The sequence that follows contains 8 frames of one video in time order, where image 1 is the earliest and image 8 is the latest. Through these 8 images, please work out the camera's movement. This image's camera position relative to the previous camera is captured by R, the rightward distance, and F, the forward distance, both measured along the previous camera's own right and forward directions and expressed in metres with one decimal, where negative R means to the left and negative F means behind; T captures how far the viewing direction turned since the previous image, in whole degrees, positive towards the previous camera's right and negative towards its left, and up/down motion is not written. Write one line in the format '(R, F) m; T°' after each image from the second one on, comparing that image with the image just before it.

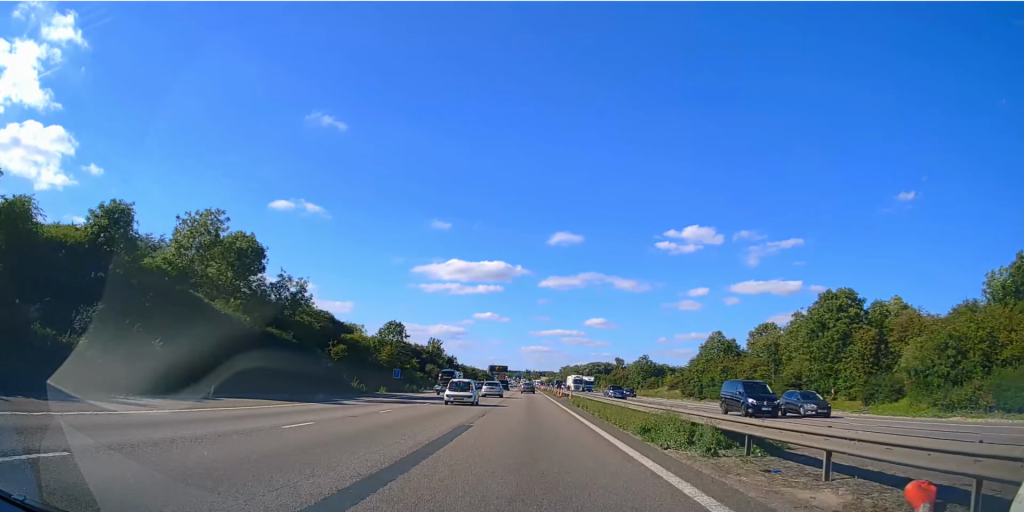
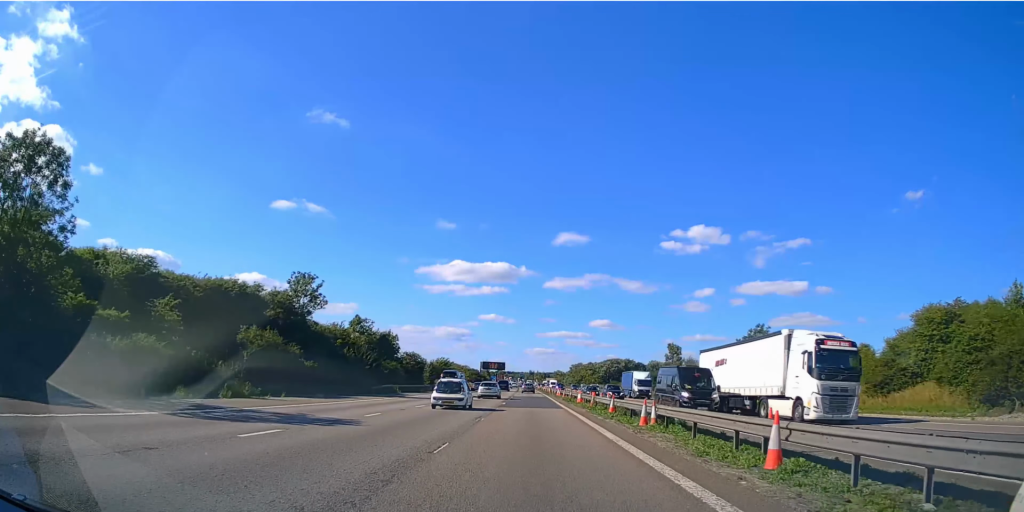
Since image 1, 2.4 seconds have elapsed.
(-0.2, +65.5) m; 0°
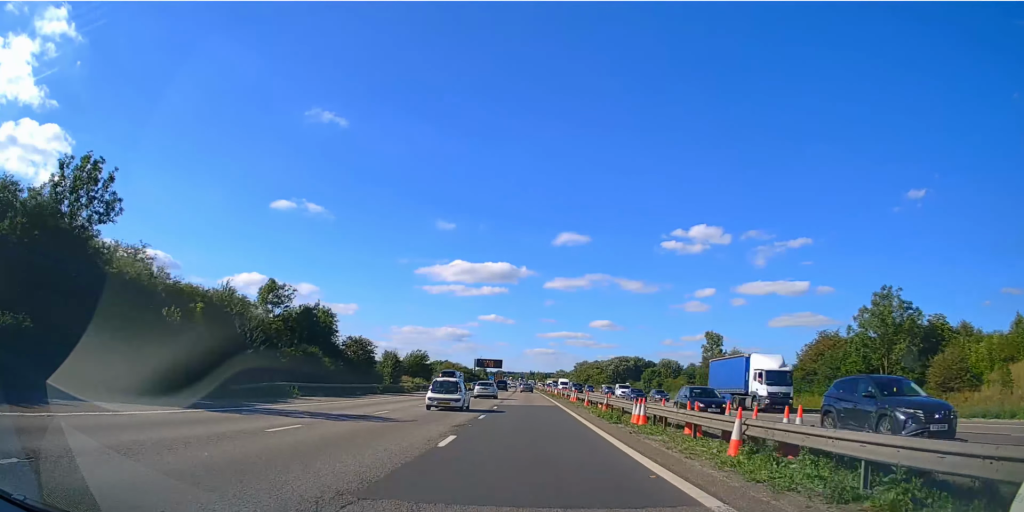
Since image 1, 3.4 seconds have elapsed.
(0.0, +25.4) m; 0°
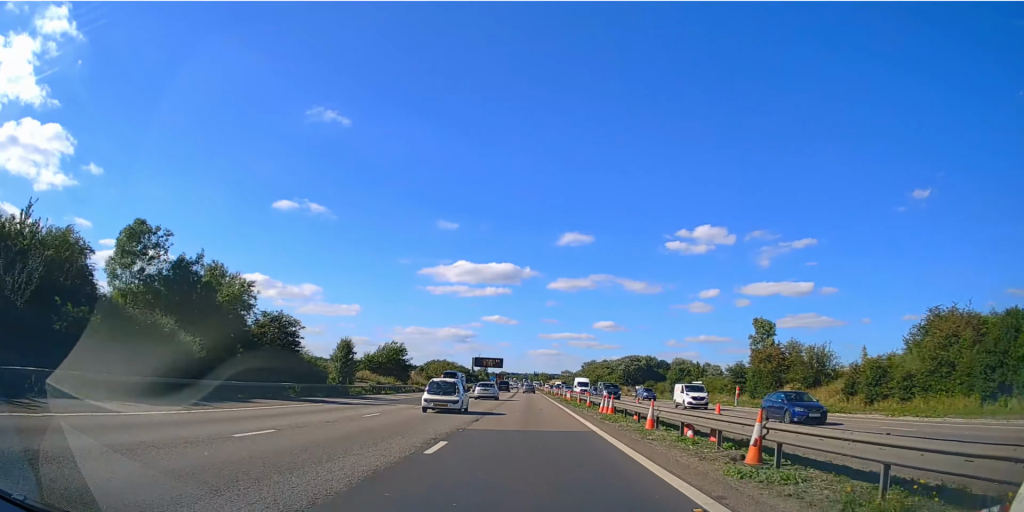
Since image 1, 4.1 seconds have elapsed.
(-0.1, +18.6) m; 0°
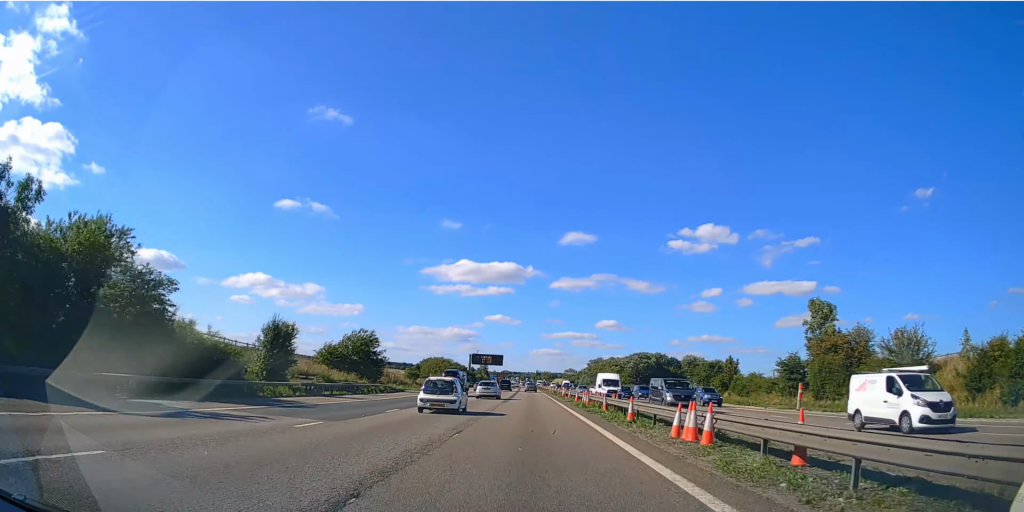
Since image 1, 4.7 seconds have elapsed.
(-0.1, +14.2) m; 0°
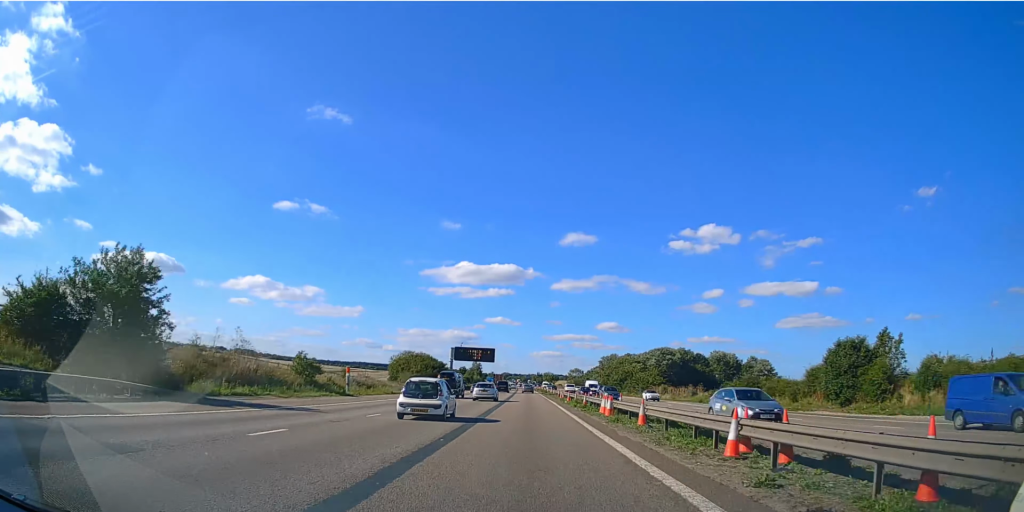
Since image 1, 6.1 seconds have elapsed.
(0.0, +33.6) m; 0°
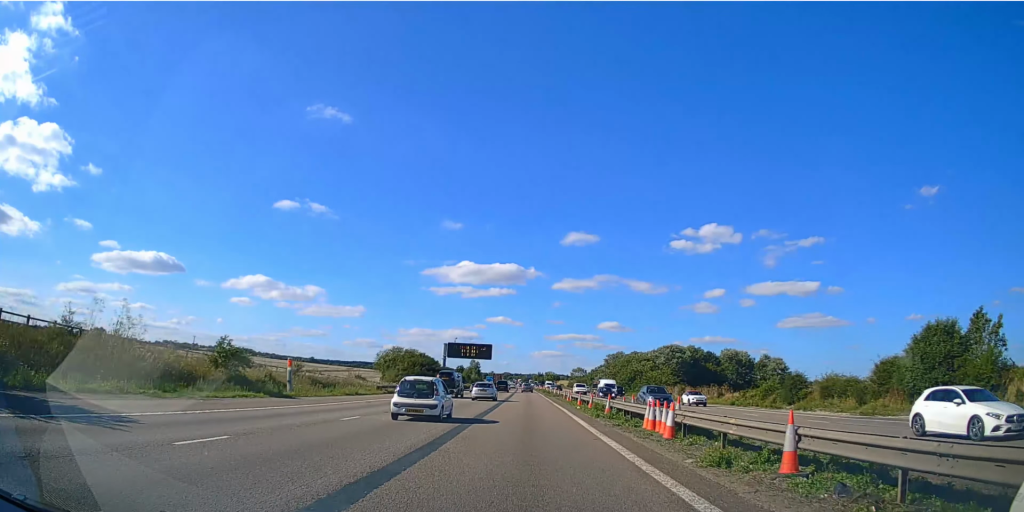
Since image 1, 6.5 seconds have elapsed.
(0.0, +8.9) m; 0°
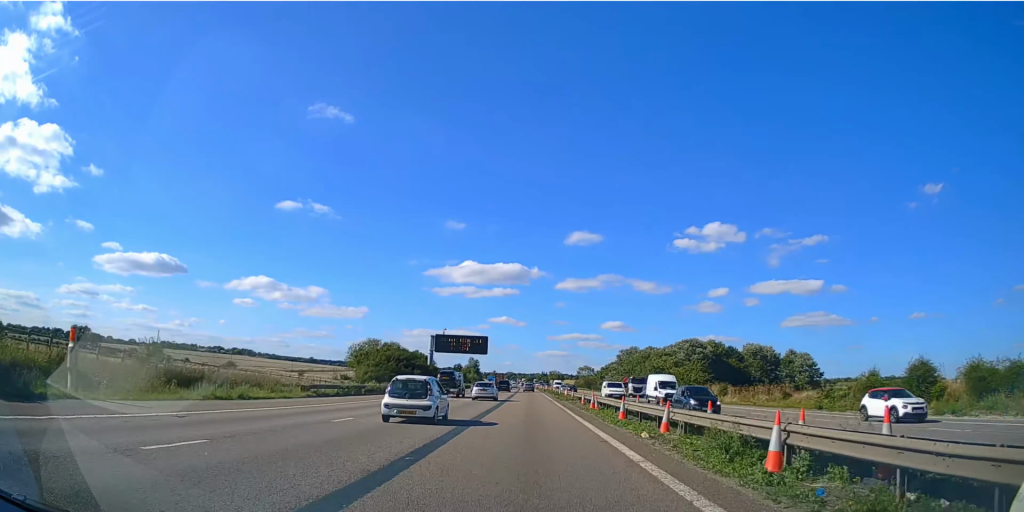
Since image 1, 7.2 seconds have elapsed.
(0.0, +15.6) m; 0°
